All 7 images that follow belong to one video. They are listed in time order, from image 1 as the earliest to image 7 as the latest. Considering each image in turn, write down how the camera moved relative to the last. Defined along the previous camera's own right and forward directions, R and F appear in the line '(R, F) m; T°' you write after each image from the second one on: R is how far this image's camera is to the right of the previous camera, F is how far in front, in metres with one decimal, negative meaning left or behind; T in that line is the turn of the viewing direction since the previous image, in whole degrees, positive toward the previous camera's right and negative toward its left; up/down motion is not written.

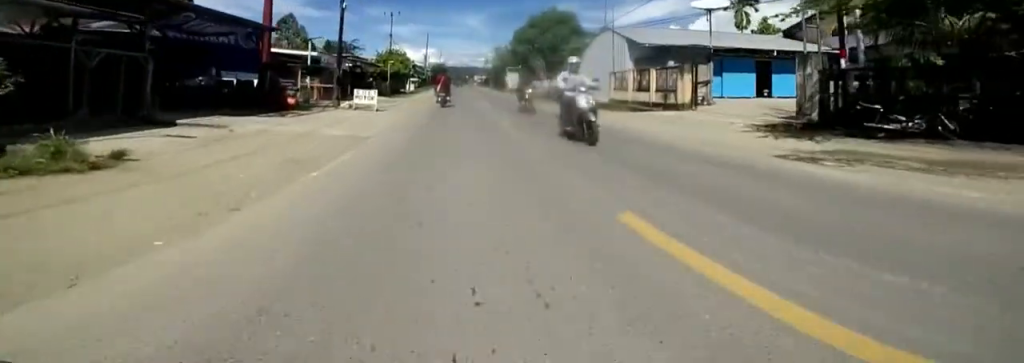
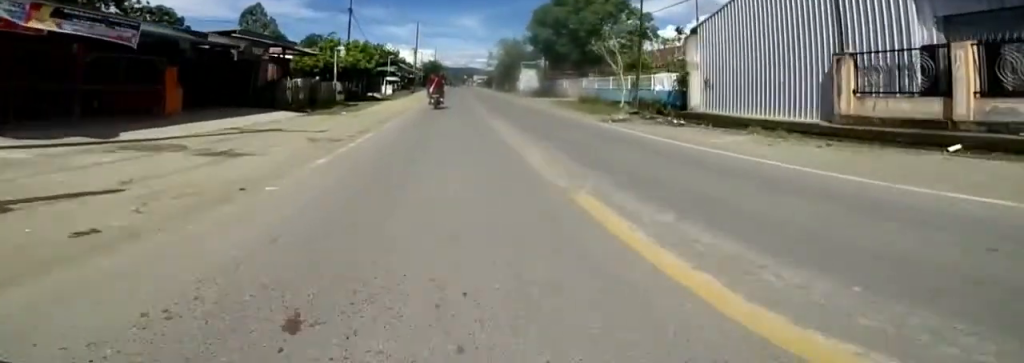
(+0.6, +15.0) m; 0°
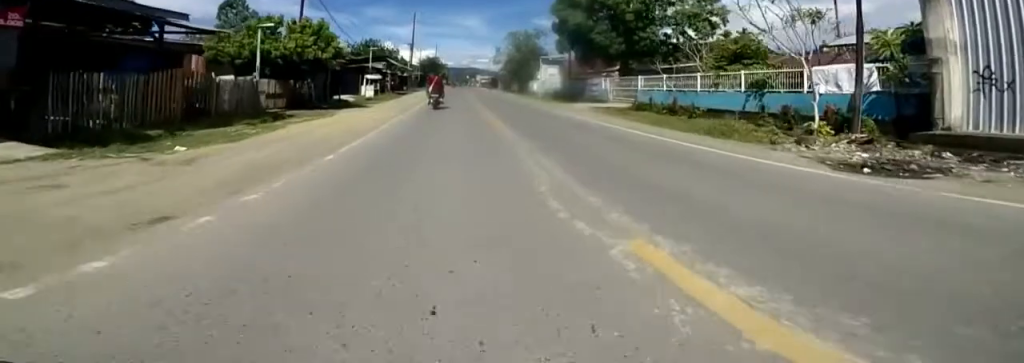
(0.0, +8.6) m; 0°
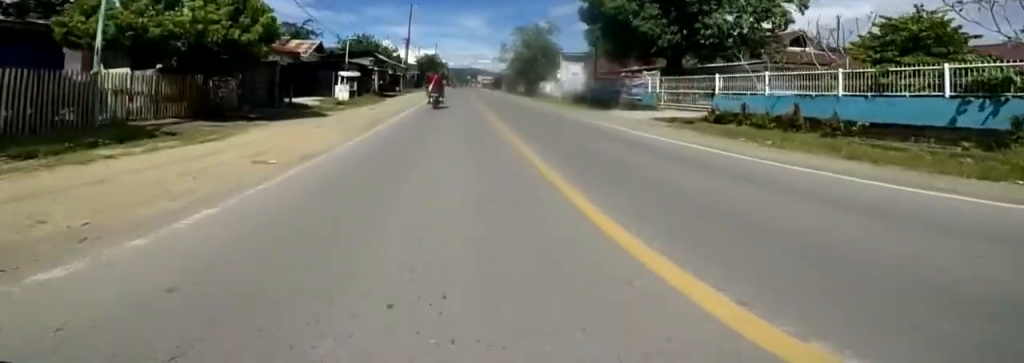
(0.0, +6.1) m; +1°
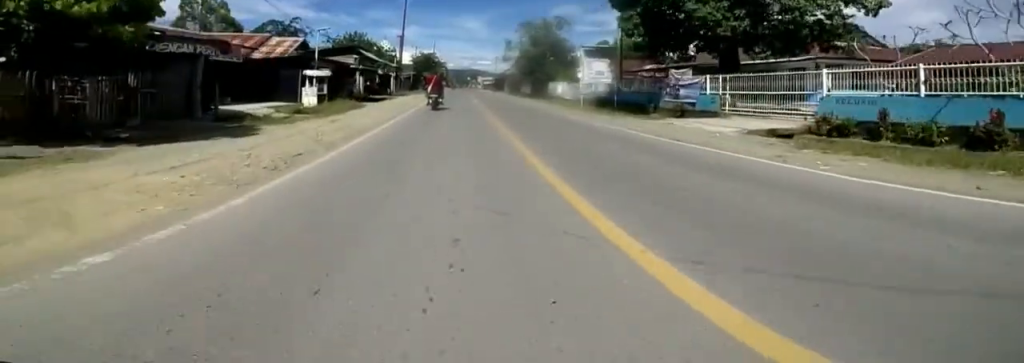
(+0.1, +4.5) m; +1°
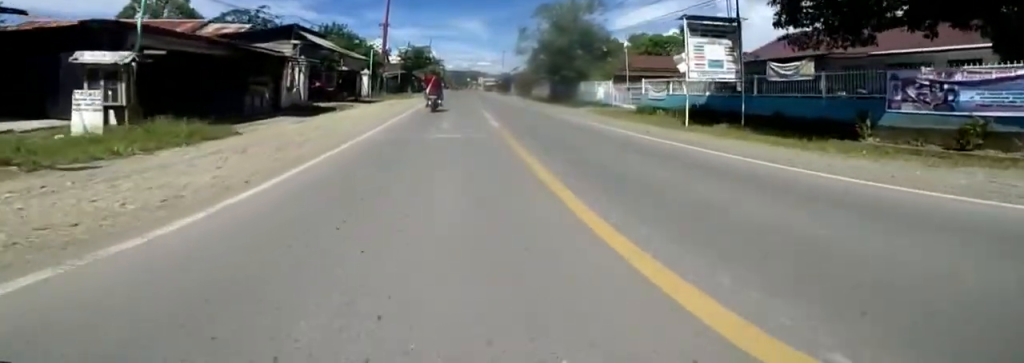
(+0.3, +9.8) m; +1°
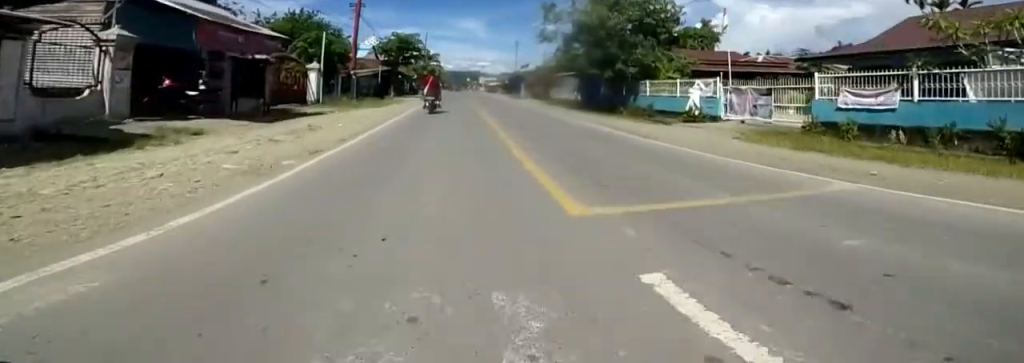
(-0.2, +9.7) m; -2°
